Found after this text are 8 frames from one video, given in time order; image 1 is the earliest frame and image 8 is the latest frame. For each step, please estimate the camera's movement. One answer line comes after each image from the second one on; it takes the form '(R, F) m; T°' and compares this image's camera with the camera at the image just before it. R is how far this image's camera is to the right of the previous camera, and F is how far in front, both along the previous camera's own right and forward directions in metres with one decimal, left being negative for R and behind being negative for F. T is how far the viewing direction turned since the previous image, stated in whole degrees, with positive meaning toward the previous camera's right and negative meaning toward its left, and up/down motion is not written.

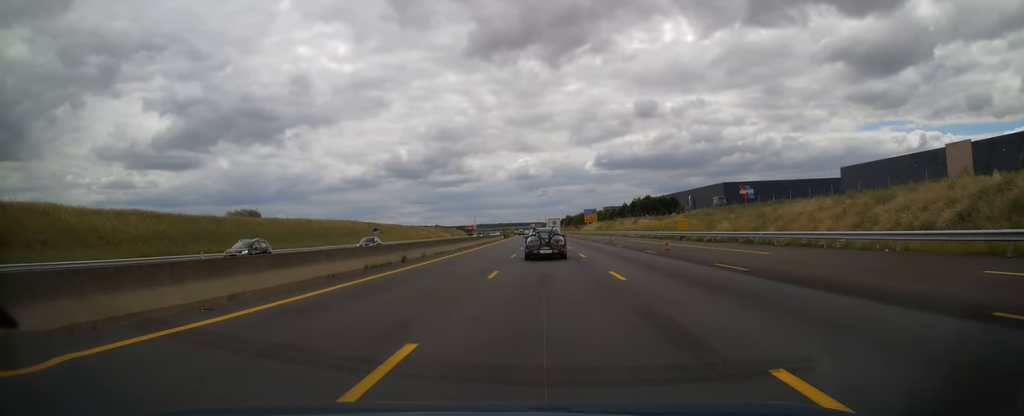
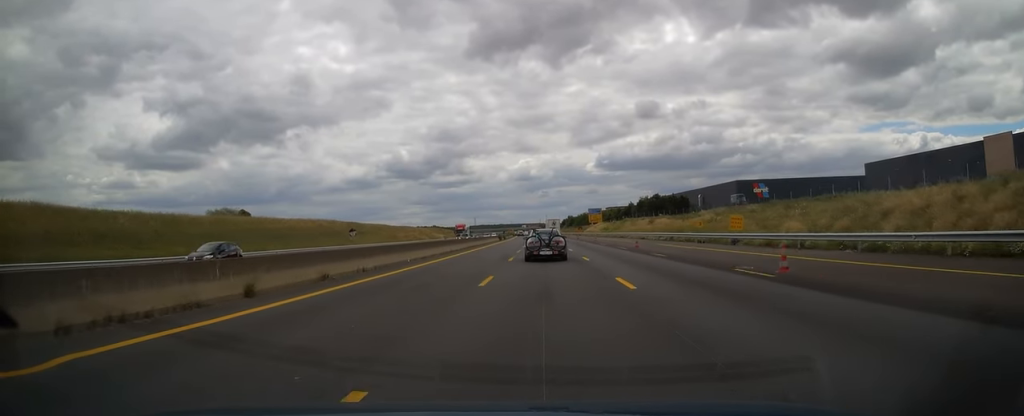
(0.0, +15.1) m; 0°
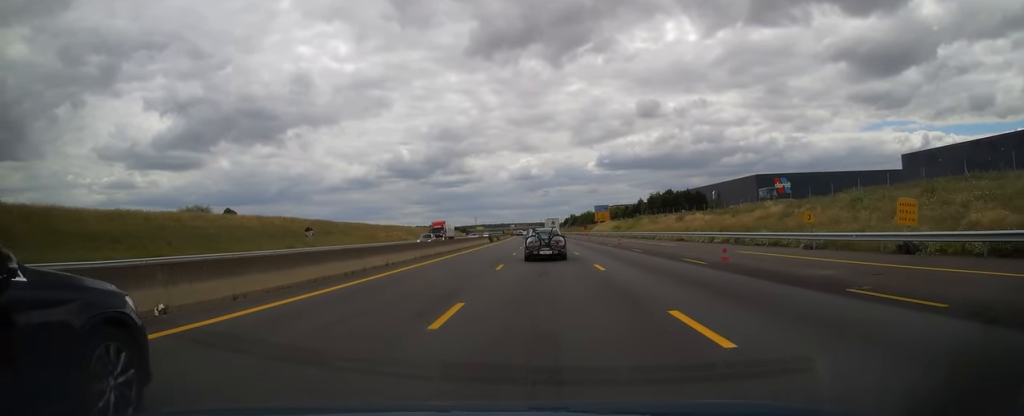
(0.0, +19.8) m; 0°
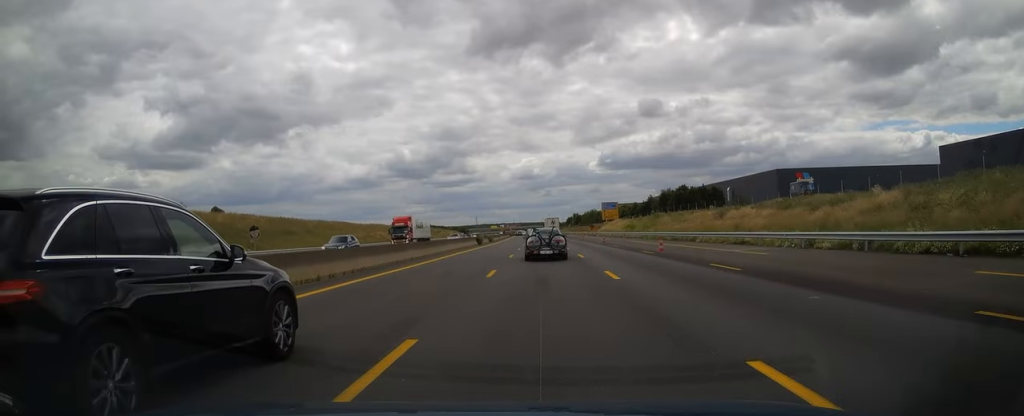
(-0.1, +16.8) m; 0°
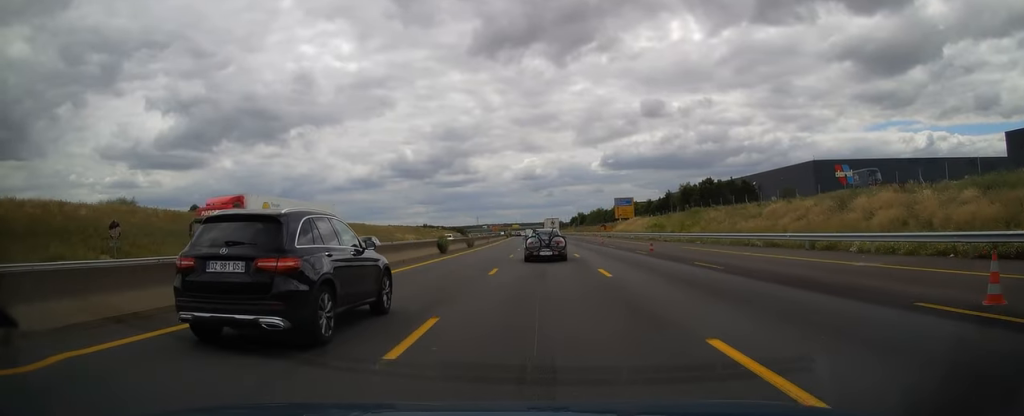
(-0.1, +24.6) m; 0°
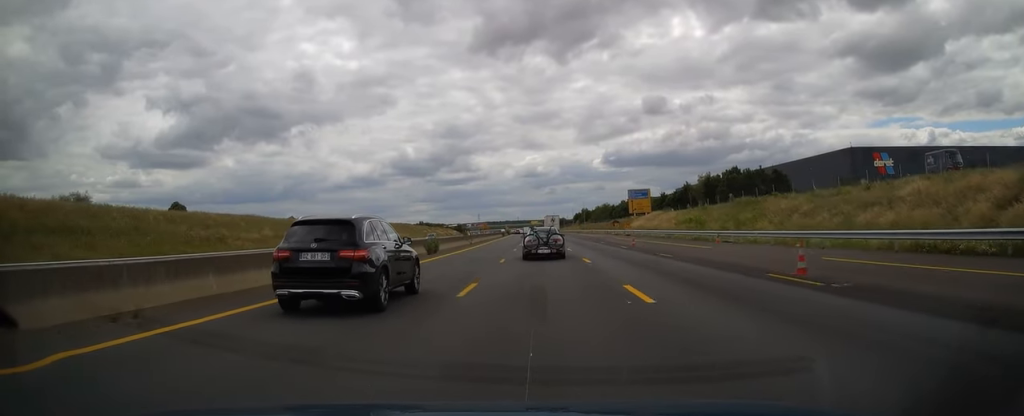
(0.0, +19.8) m; 0°
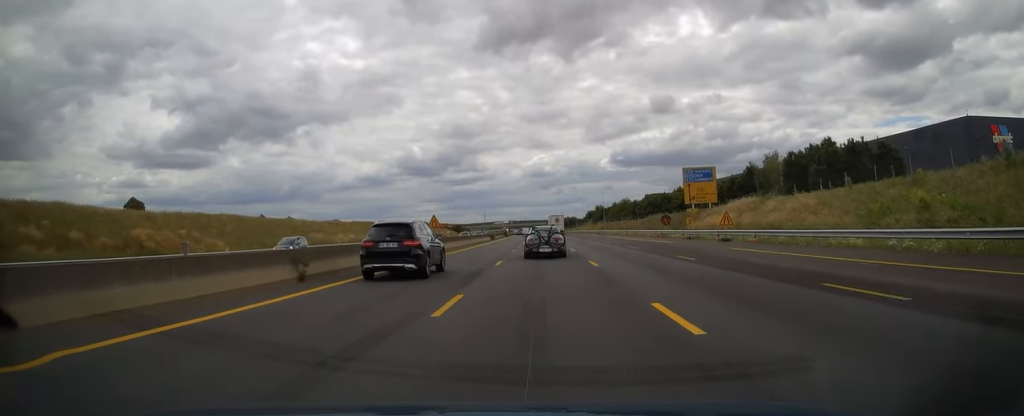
(-0.2, +42.0) m; -1°
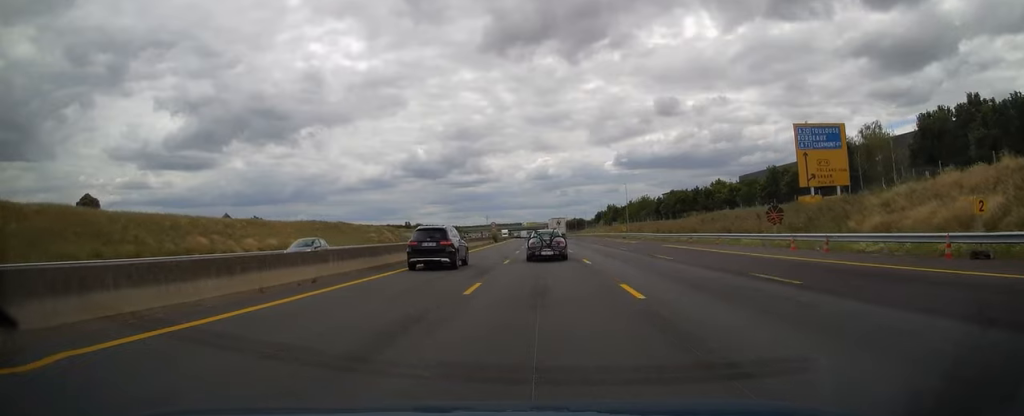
(-0.2, +34.9) m; 0°
